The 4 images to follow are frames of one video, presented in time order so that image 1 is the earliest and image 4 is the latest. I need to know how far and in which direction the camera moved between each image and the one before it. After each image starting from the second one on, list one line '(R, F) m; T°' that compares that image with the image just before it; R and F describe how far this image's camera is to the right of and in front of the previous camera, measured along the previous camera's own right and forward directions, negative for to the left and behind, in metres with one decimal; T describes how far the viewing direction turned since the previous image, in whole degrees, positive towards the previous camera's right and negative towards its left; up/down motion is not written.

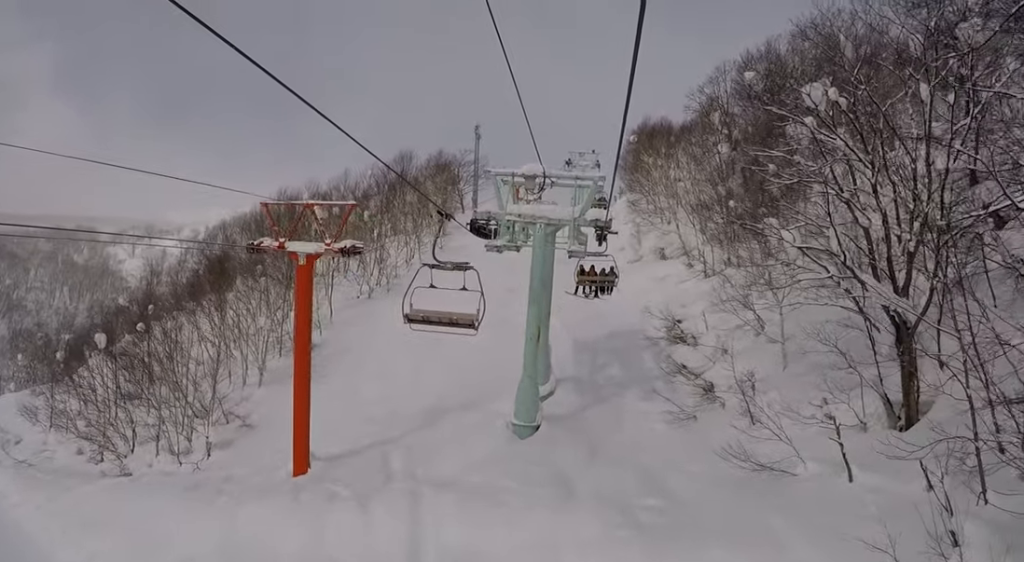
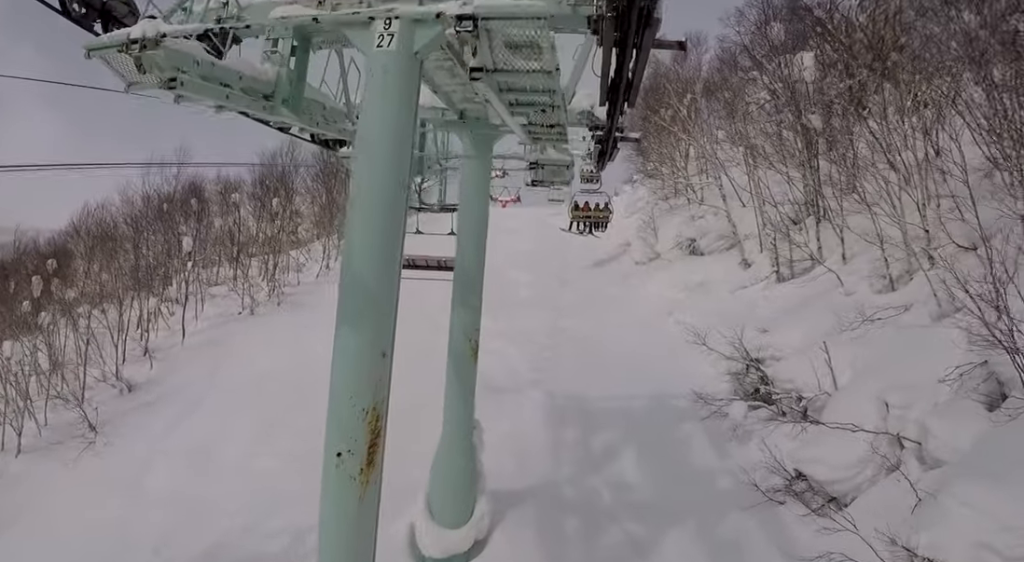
(-0.4, +15.6) m; 0°
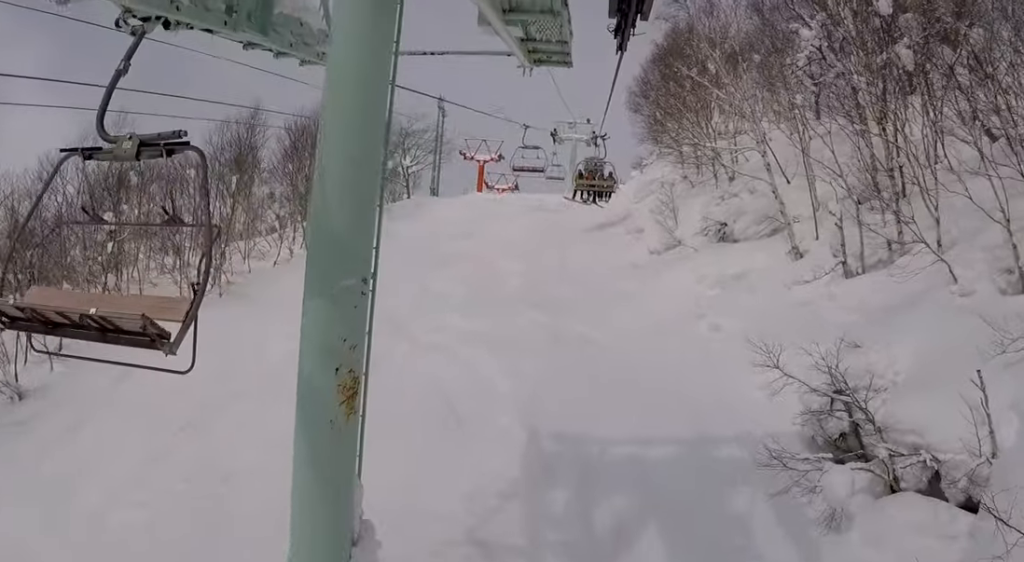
(+1.0, +5.3) m; 0°
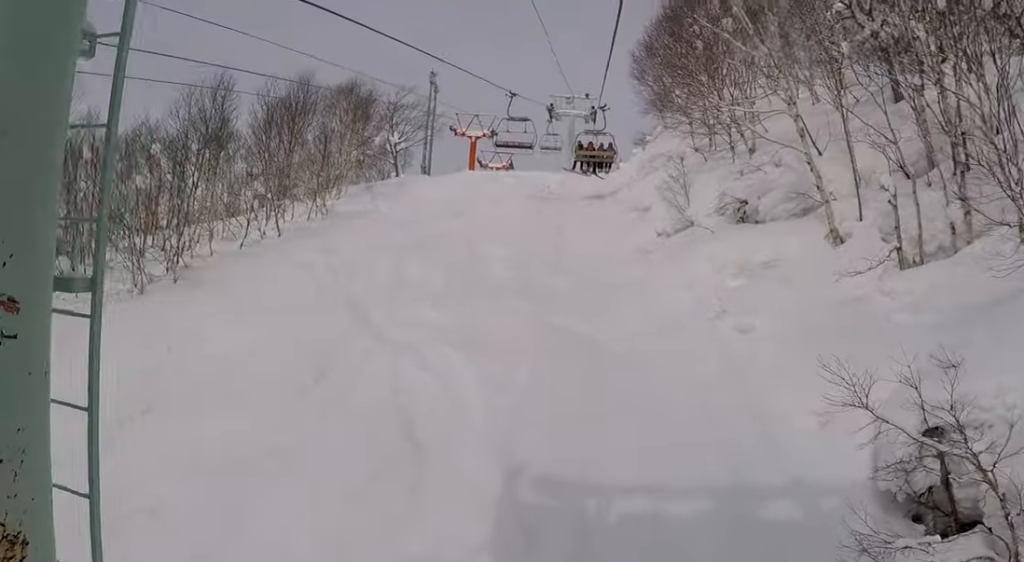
(-0.6, +3.0) m; 0°
